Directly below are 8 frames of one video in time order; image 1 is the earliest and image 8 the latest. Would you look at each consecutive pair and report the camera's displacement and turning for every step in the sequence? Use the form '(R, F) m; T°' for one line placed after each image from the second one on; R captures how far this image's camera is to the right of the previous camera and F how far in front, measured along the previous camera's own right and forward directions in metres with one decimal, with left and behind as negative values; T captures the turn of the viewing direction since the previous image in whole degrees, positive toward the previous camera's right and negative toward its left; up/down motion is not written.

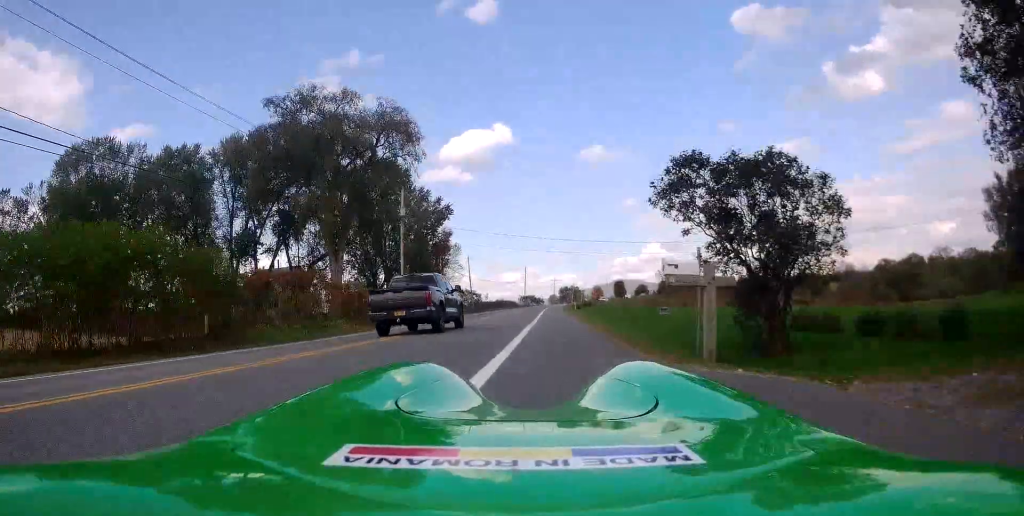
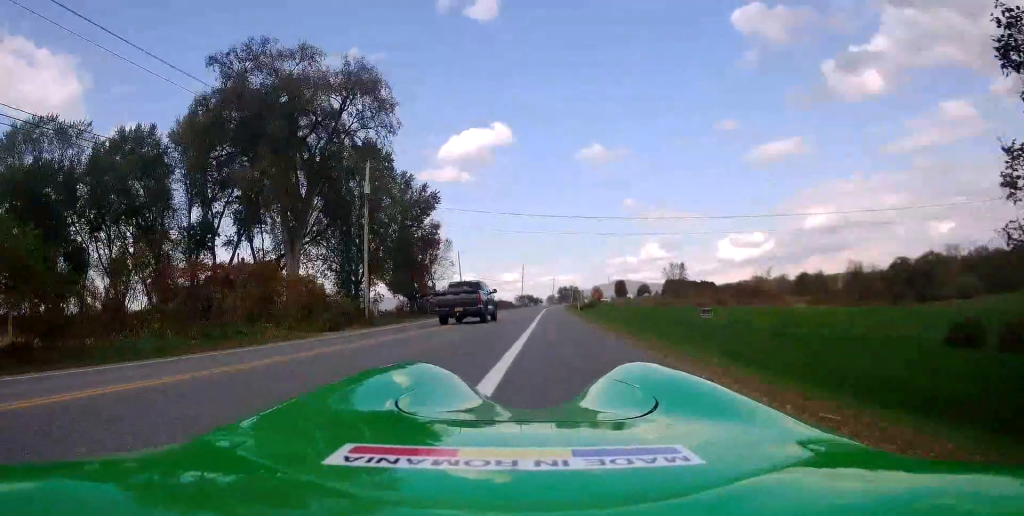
(0.0, +10.7) m; 0°
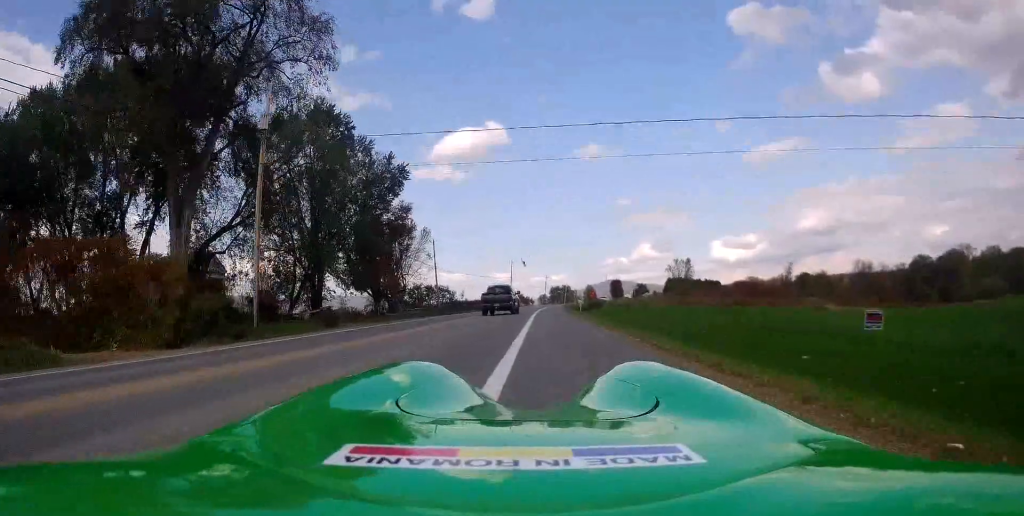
(0.0, +17.4) m; 0°
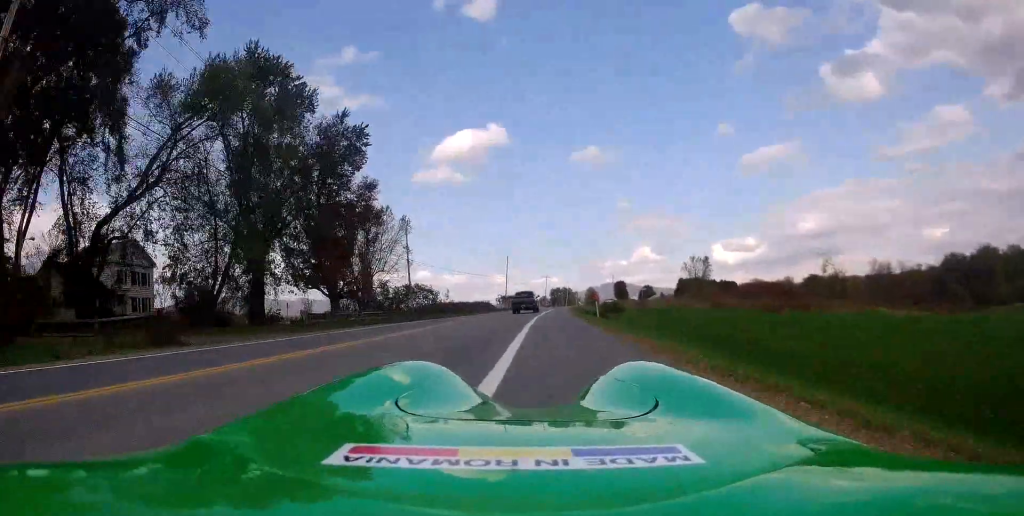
(0.0, +18.0) m; 0°
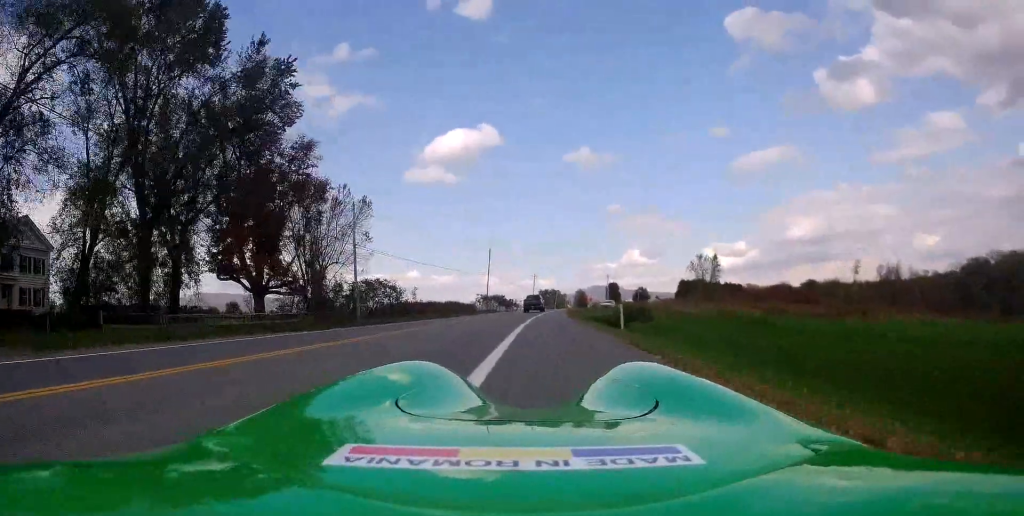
(0.0, +16.8) m; 0°
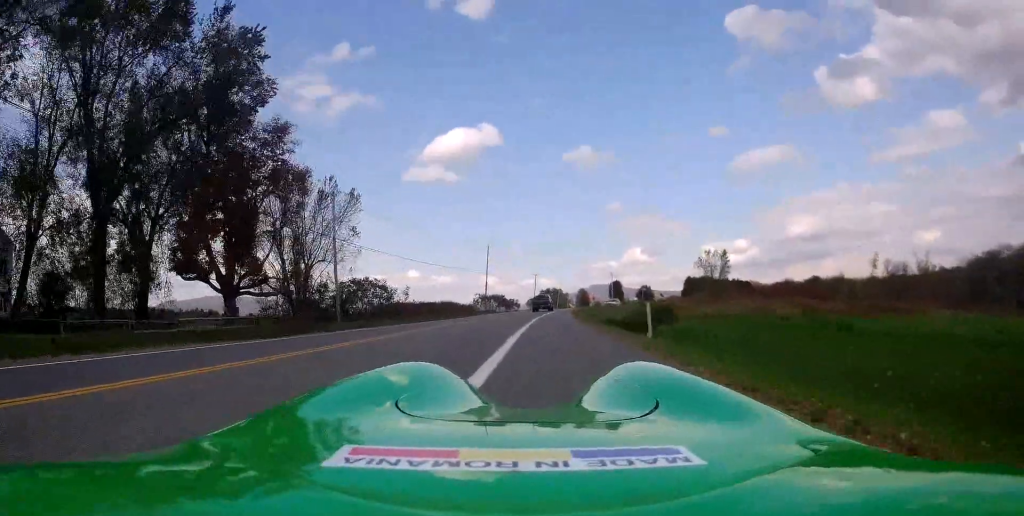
(0.0, +5.3) m; +1°
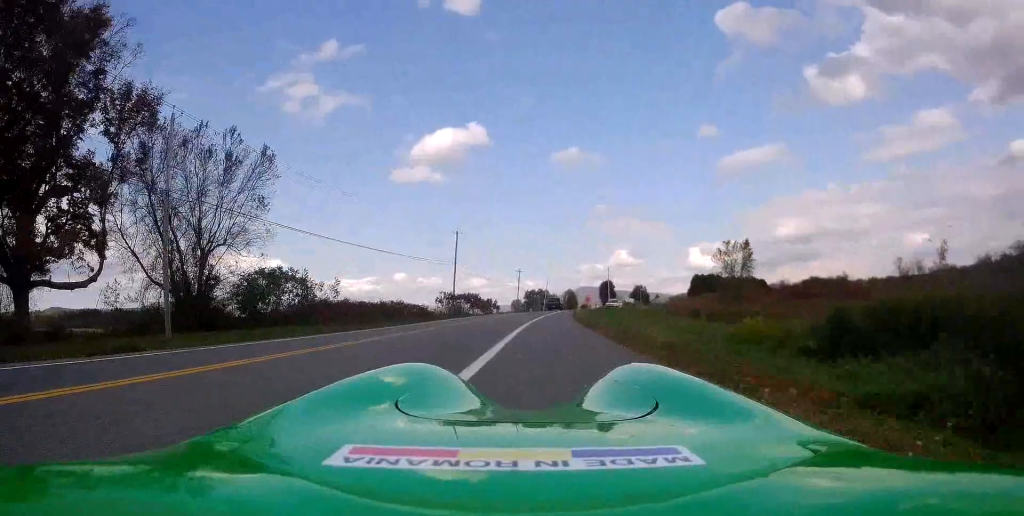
(+0.4, +21.1) m; +1°
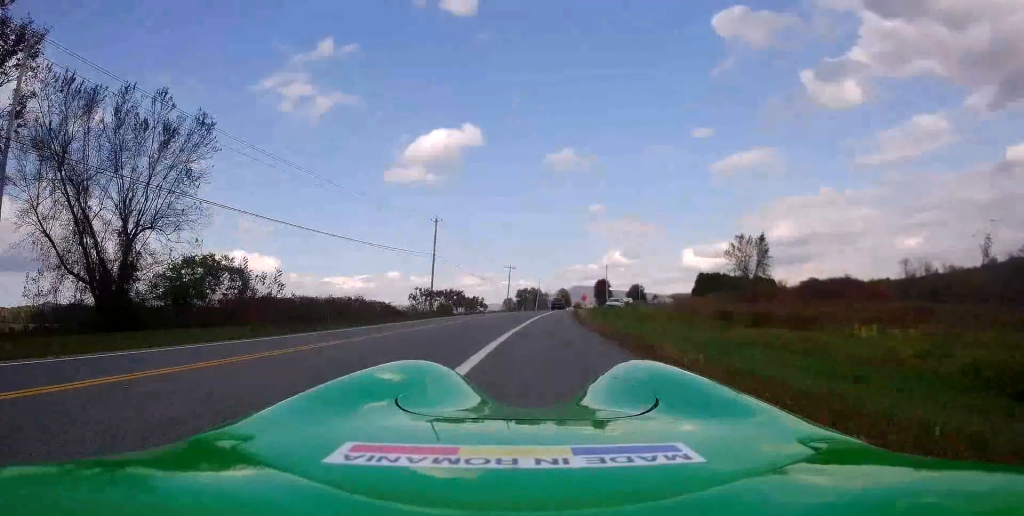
(-0.1, +10.0) m; 0°
